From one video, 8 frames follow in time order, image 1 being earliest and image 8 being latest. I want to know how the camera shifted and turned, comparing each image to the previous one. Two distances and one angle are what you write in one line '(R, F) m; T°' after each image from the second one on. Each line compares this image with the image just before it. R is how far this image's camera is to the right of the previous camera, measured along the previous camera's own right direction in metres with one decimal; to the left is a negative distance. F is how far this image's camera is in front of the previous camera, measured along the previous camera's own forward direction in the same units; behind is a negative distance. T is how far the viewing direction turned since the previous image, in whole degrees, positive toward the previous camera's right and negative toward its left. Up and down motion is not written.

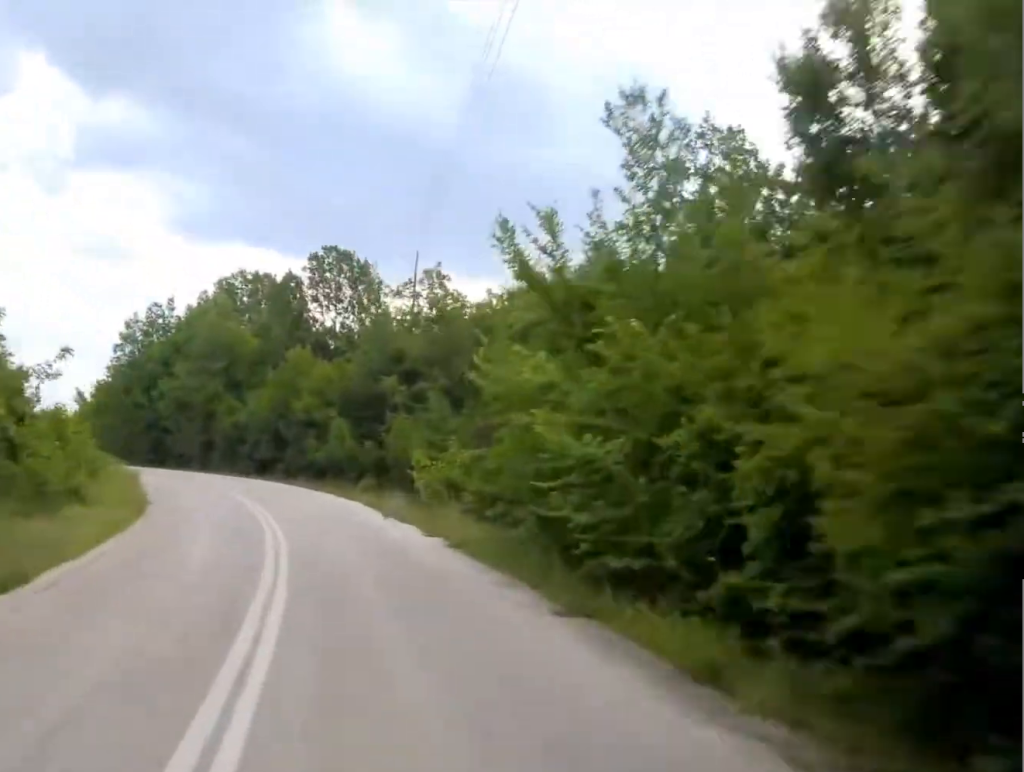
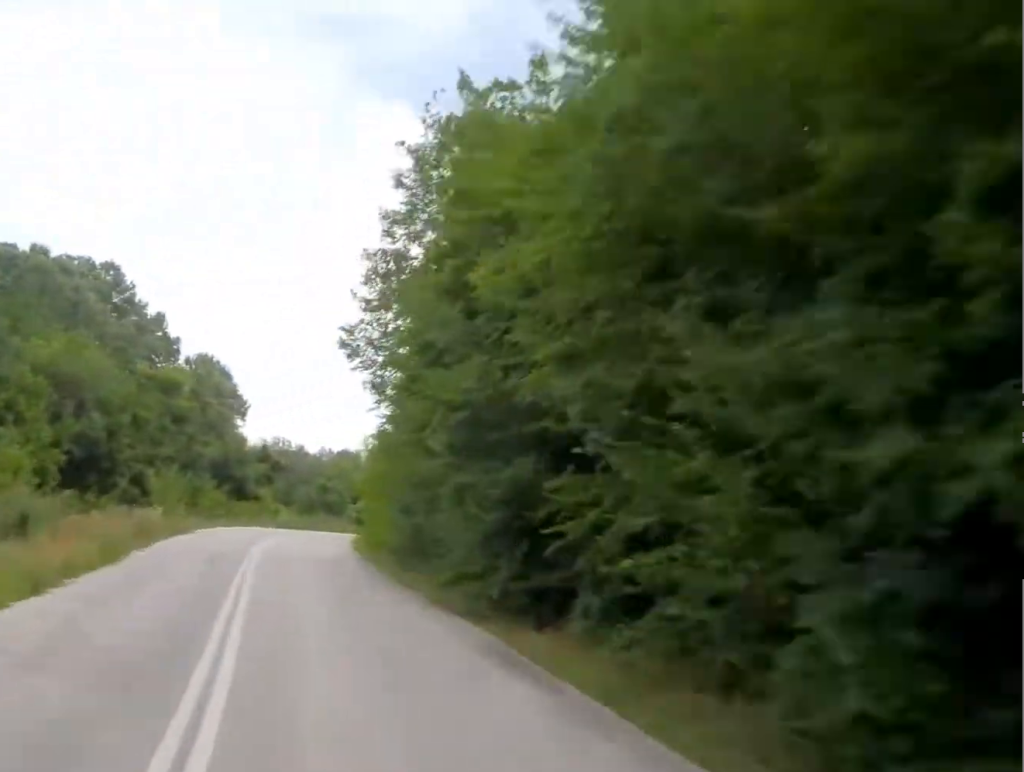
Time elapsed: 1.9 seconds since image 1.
(-8.6, +44.1) m; -22°
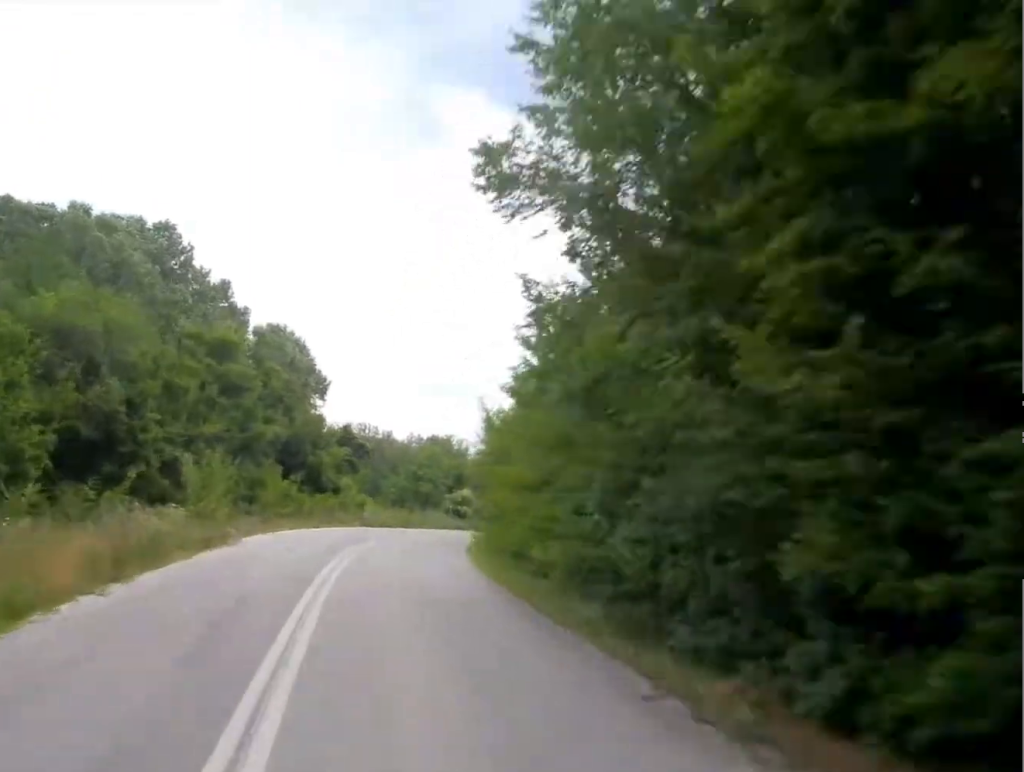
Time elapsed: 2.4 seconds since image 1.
(-0.6, +11.5) m; -3°
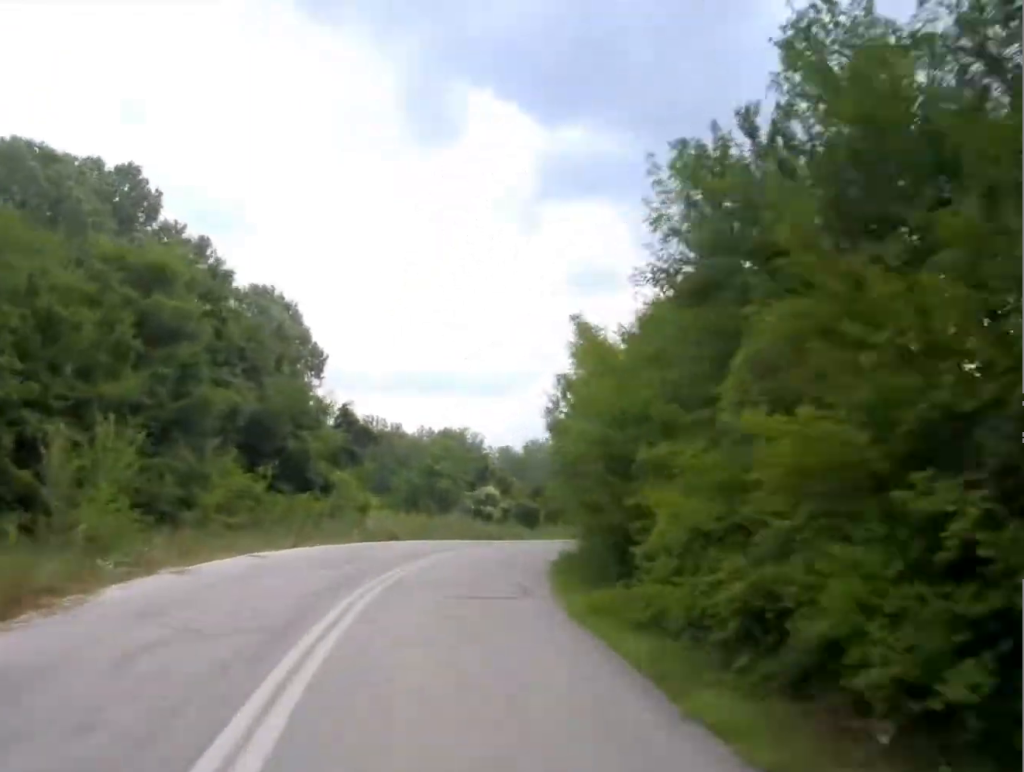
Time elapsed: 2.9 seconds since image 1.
(-0.5, +12.6) m; +2°
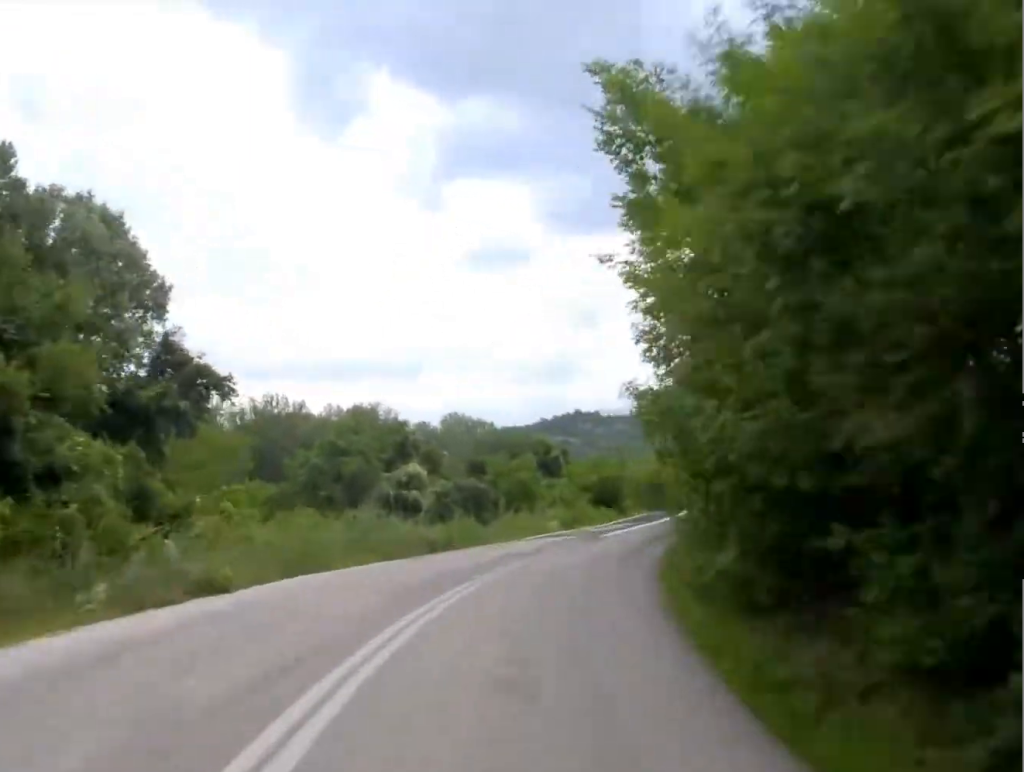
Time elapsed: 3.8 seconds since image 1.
(+0.8, +18.2) m; +7°
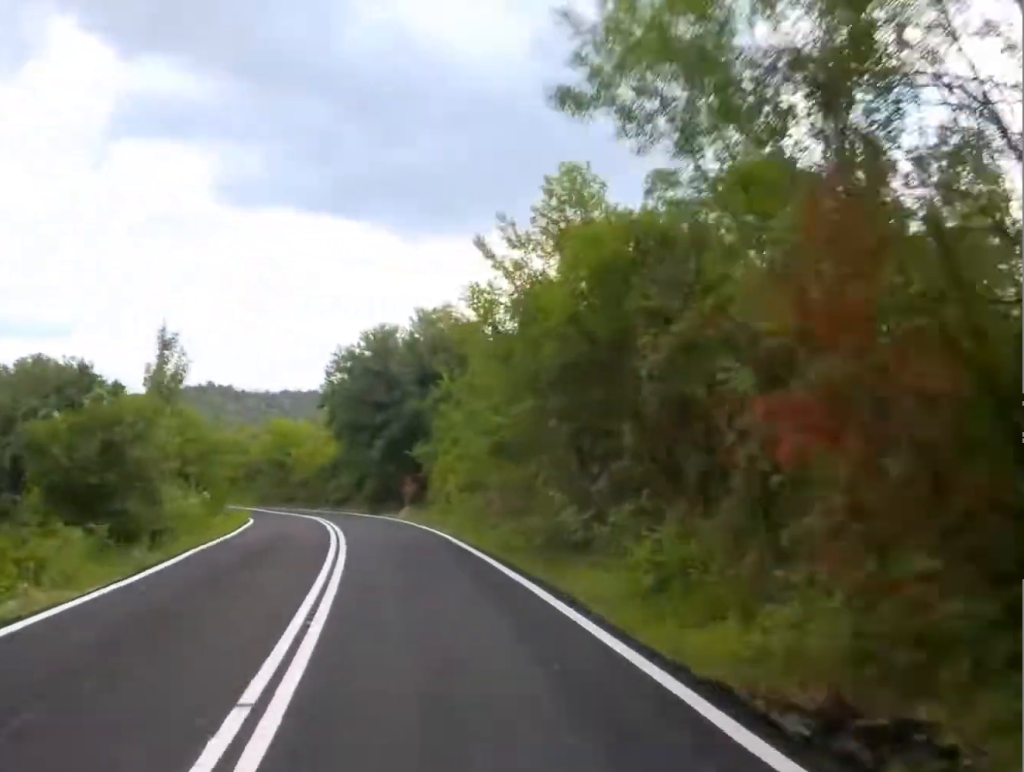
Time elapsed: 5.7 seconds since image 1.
(+7.1, +42.1) m; +13°
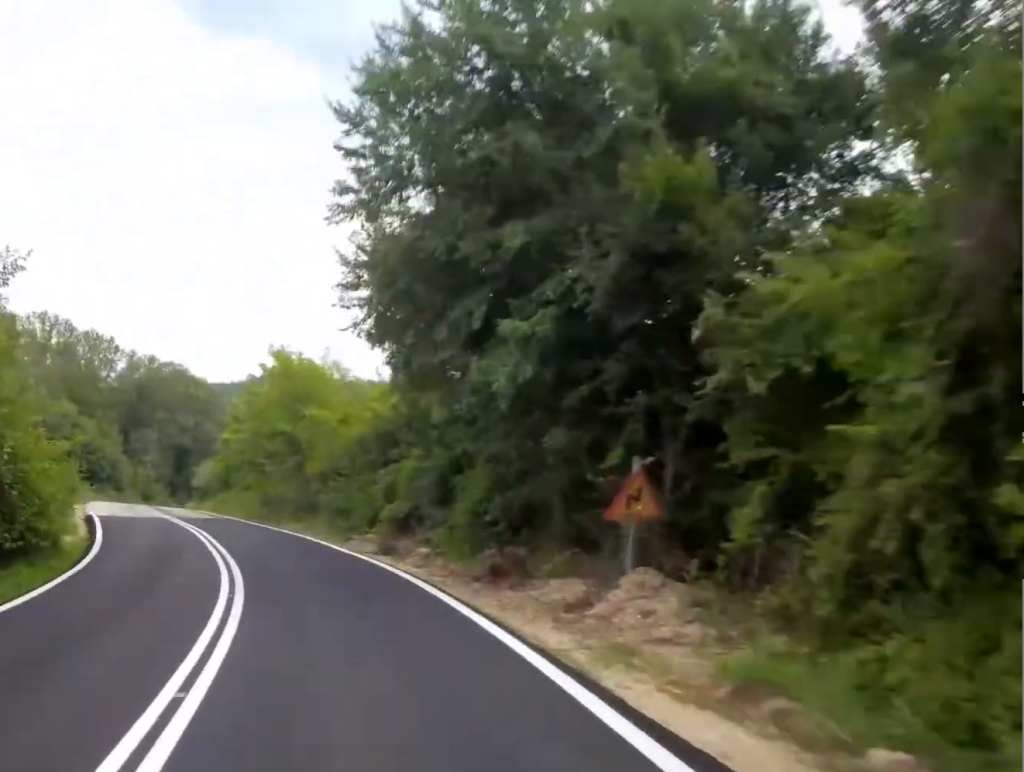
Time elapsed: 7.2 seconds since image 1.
(-0.8, +34.7) m; -14°
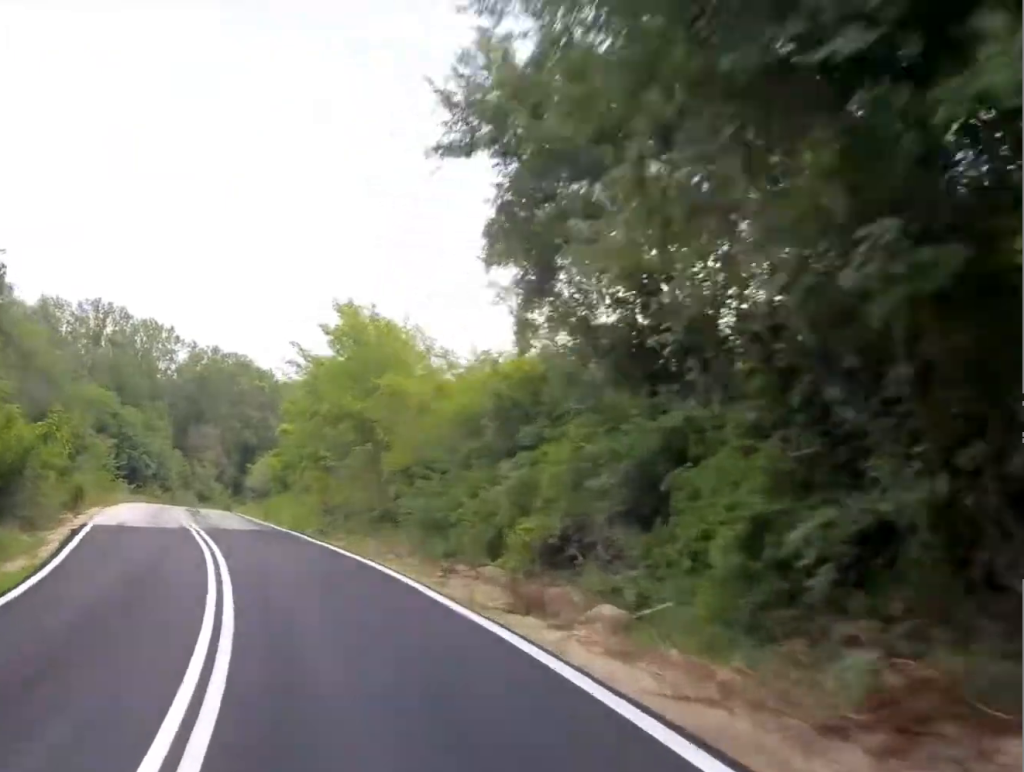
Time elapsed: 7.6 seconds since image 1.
(-1.4, +9.9) m; -2°
